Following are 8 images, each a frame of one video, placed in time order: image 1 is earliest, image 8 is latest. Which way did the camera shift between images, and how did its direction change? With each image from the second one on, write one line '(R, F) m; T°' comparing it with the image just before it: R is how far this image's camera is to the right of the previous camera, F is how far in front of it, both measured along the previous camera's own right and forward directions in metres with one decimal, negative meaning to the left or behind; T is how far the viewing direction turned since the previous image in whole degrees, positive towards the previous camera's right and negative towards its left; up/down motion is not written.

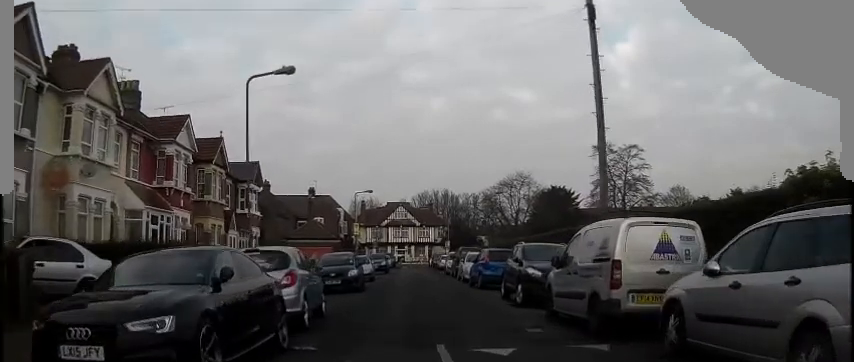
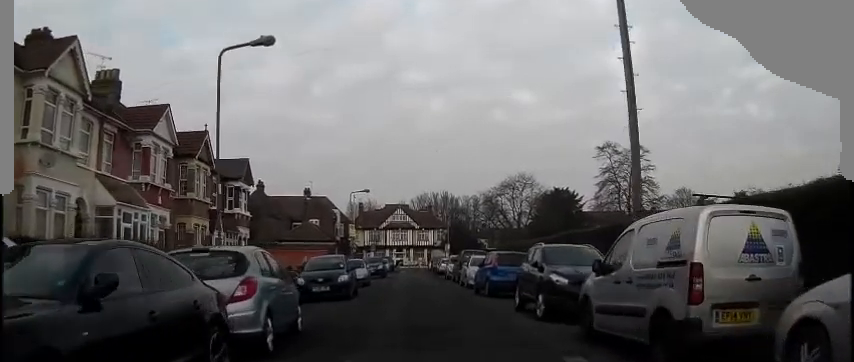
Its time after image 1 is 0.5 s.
(0.0, +2.8) m; +1°
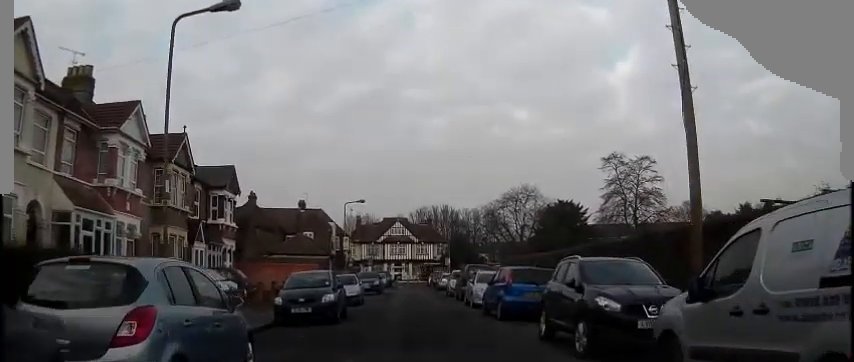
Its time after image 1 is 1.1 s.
(+0.1, +3.5) m; +1°
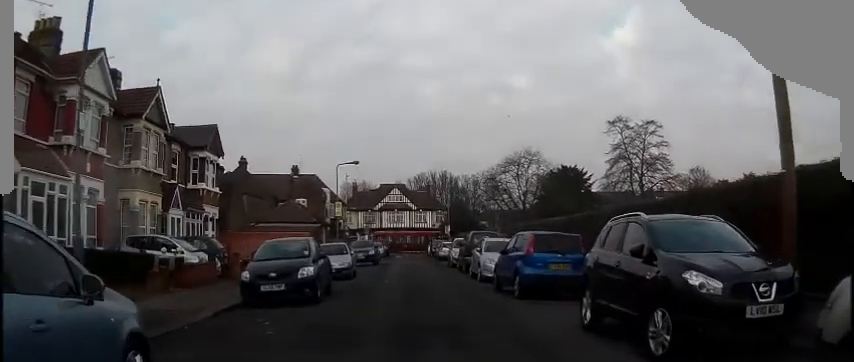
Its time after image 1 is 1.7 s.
(0.0, +3.6) m; +1°
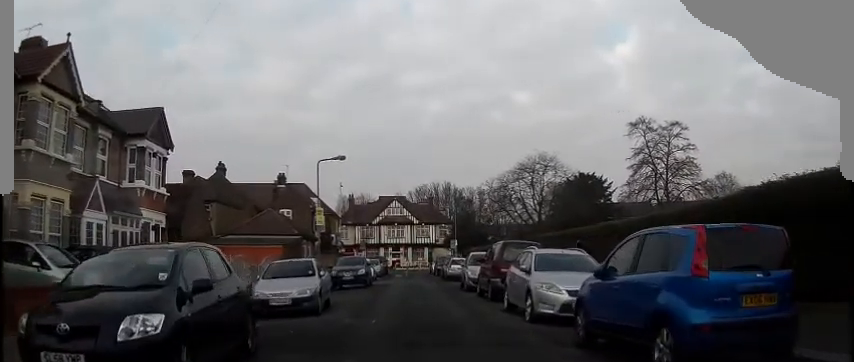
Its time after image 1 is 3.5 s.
(-0.1, +9.6) m; -3°
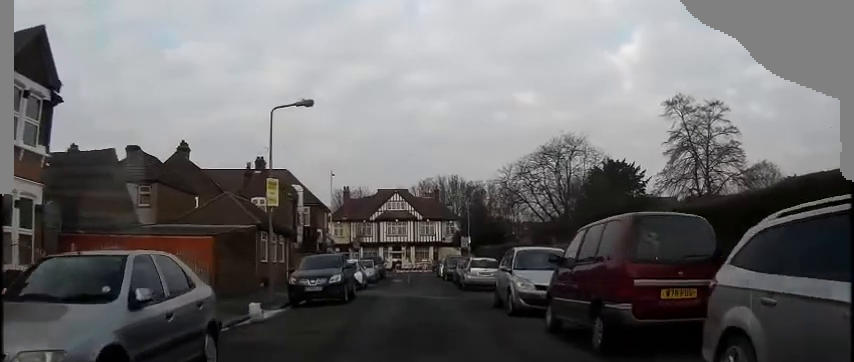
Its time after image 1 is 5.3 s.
(-0.1, +10.7) m; +1°
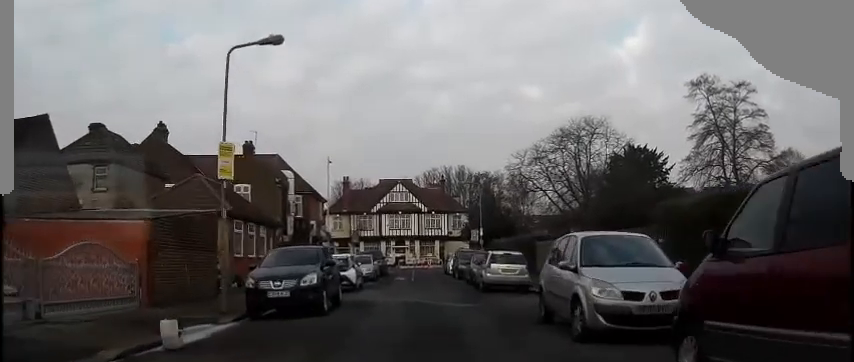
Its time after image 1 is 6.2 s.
(0.0, +5.5) m; 0°
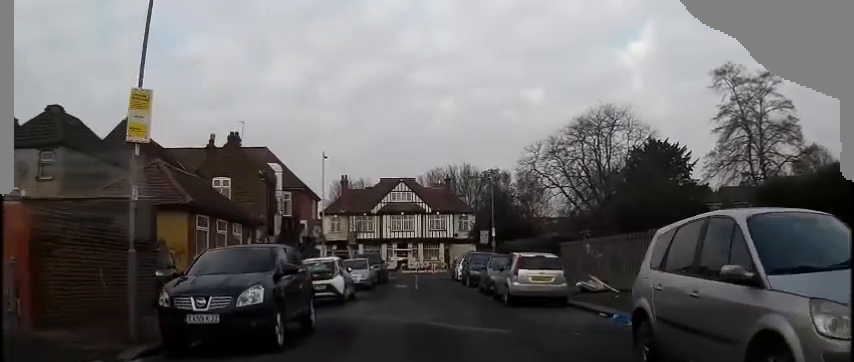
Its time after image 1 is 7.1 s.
(0.0, +5.1) m; 0°
